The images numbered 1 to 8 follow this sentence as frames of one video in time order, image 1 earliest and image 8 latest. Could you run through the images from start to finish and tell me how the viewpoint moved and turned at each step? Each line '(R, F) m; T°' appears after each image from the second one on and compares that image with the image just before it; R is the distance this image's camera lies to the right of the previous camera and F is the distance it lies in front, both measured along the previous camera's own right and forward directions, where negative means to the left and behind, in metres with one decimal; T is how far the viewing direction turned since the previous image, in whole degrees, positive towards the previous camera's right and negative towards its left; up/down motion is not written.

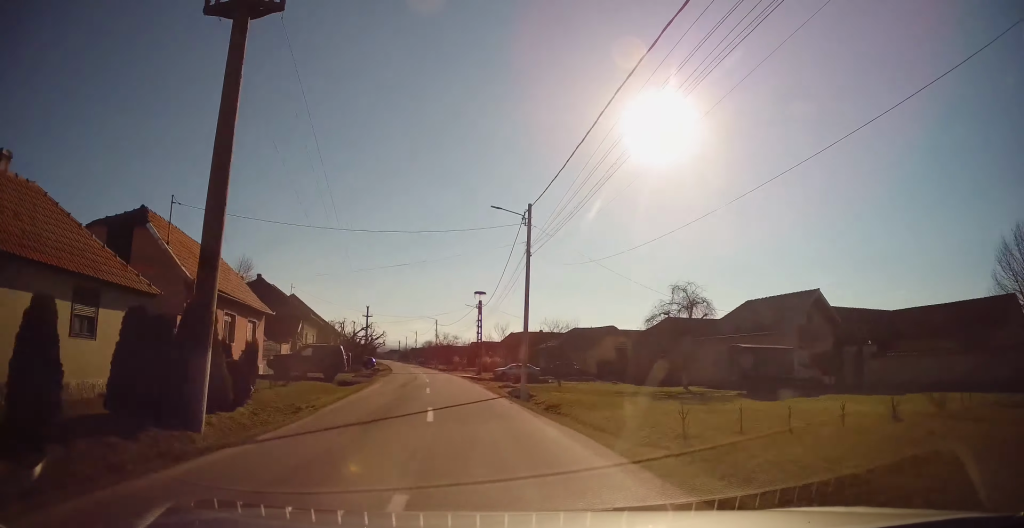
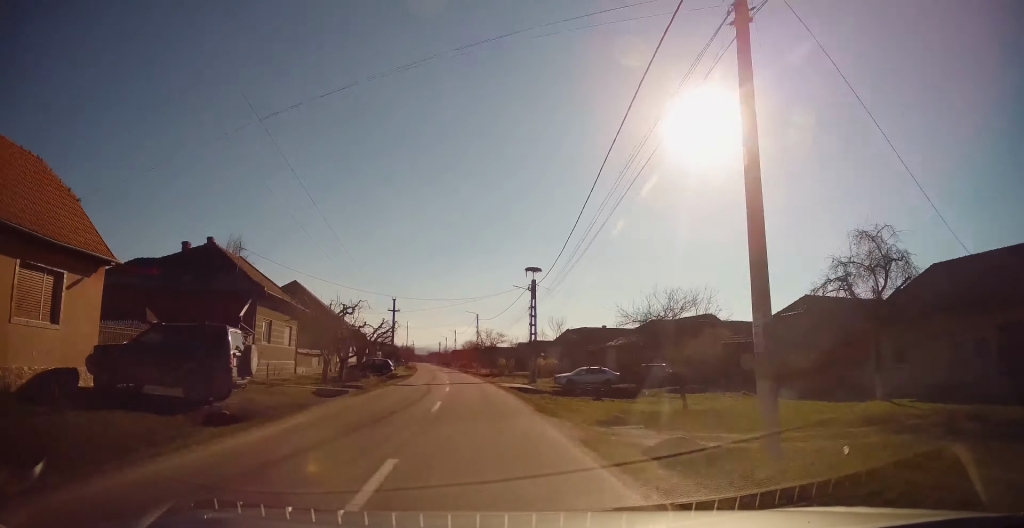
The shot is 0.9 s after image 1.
(-1.0, +16.6) m; -6°
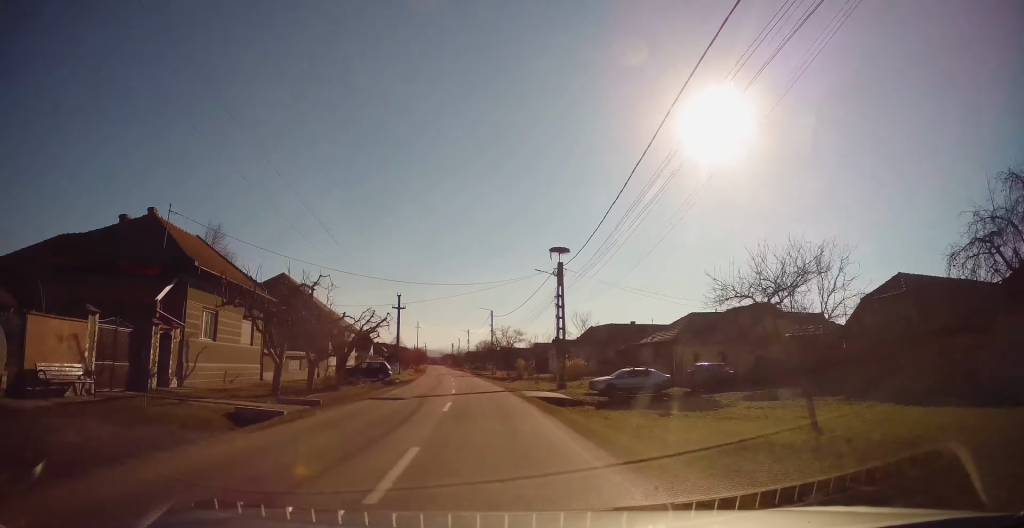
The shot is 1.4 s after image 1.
(-0.3, +8.0) m; -1°
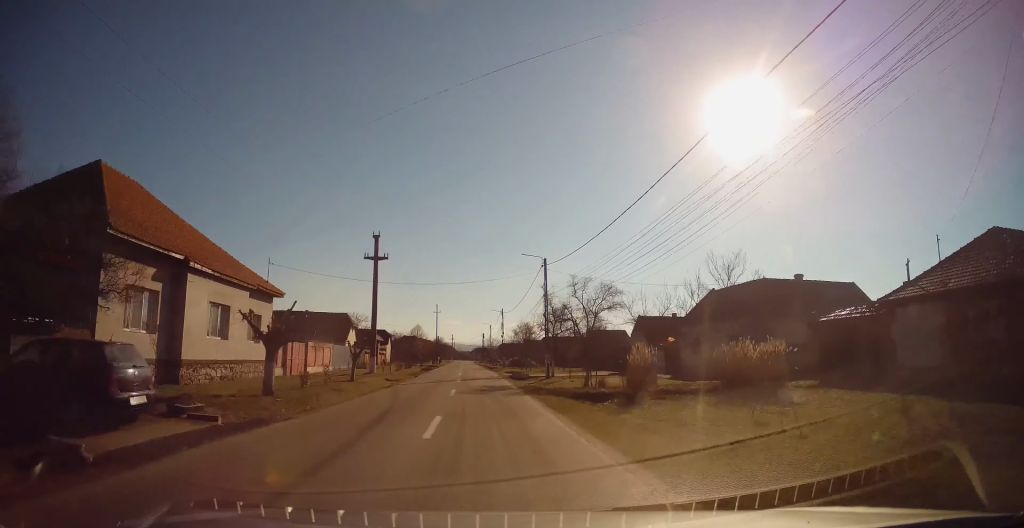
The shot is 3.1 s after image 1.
(-1.0, +32.9) m; -2°
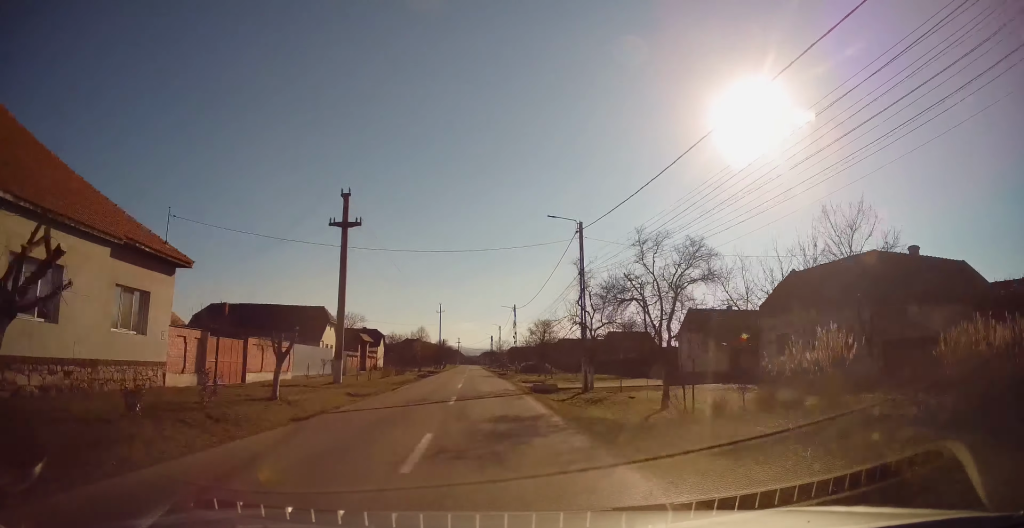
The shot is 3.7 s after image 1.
(0.0, +12.4) m; -1°
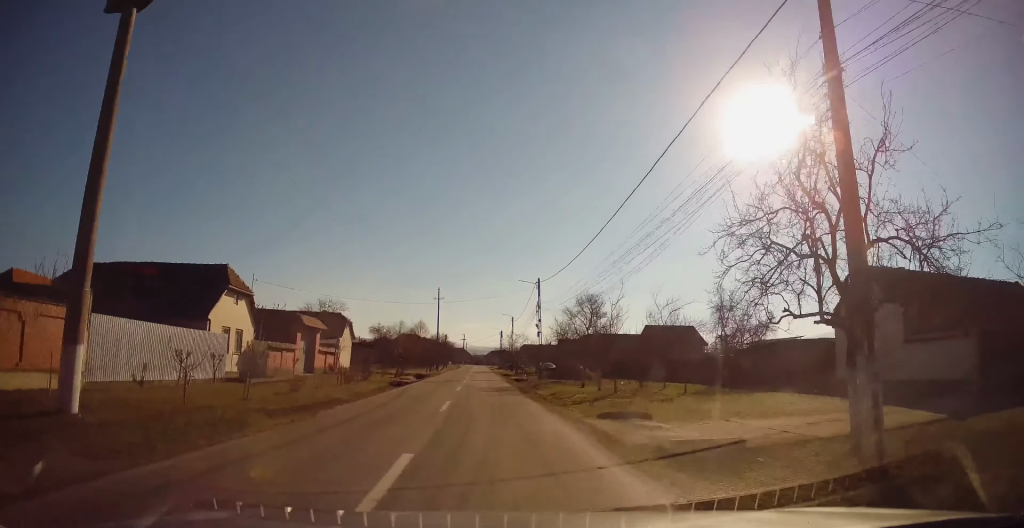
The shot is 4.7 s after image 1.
(-0.5, +19.8) m; -2°
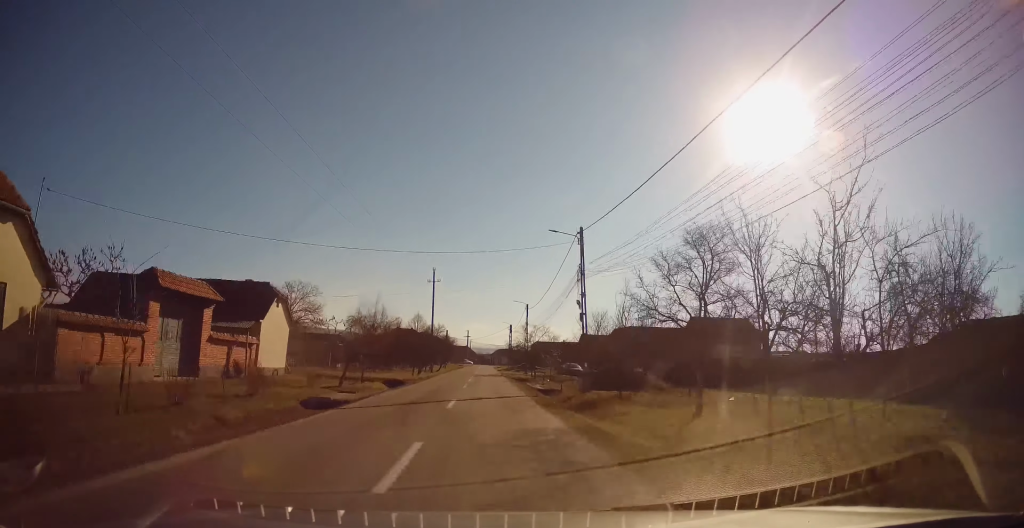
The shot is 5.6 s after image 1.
(-0.1, +17.3) m; 0°
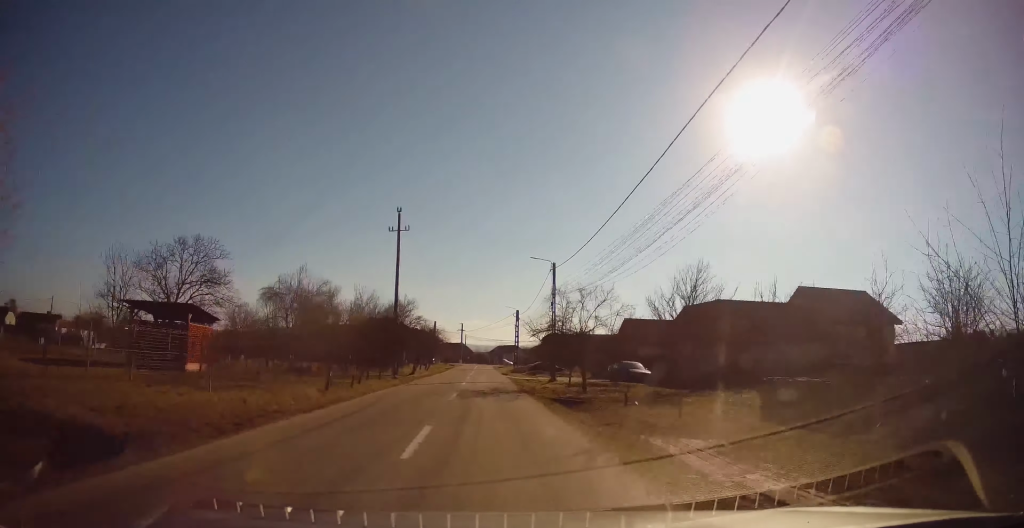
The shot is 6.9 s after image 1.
(0.0, +25.7) m; 0°
